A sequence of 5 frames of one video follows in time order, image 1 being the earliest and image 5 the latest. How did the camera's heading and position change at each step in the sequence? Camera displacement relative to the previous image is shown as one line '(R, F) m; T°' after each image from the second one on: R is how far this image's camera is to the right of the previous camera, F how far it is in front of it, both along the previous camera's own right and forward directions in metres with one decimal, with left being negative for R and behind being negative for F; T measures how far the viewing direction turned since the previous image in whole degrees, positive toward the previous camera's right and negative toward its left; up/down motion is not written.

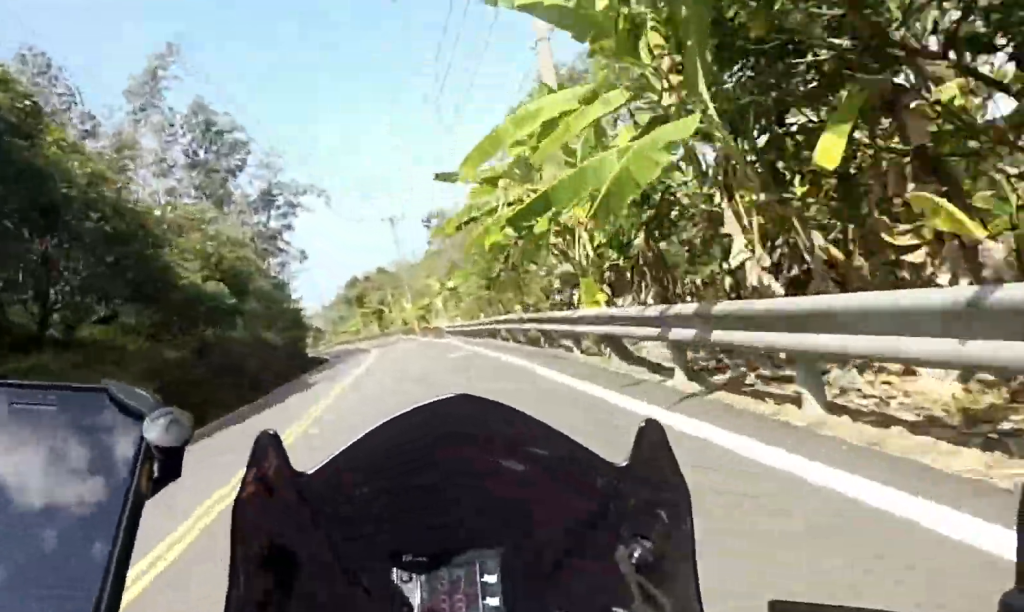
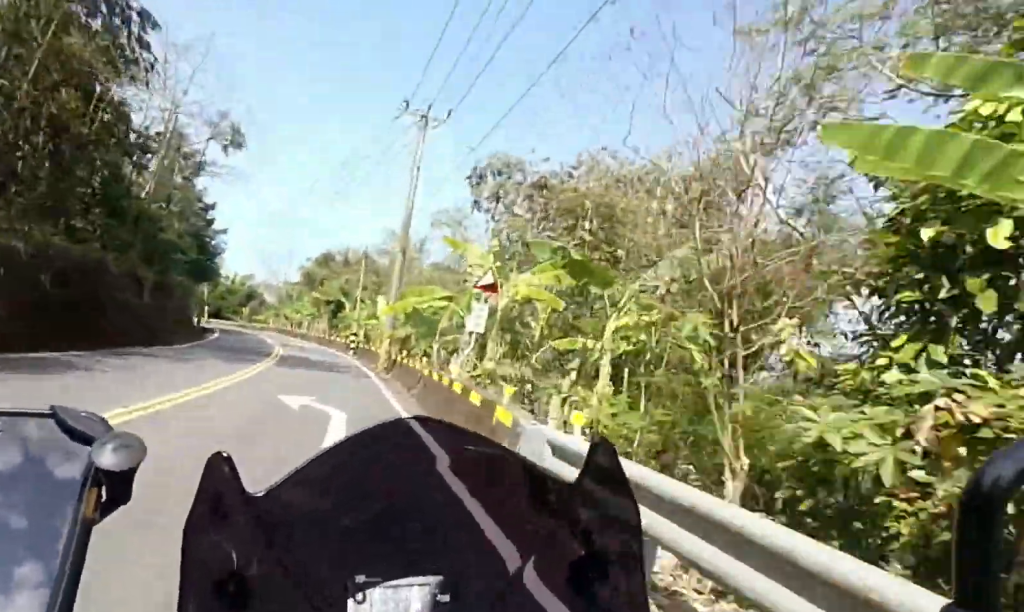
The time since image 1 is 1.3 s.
(+0.5, +26.5) m; -2°
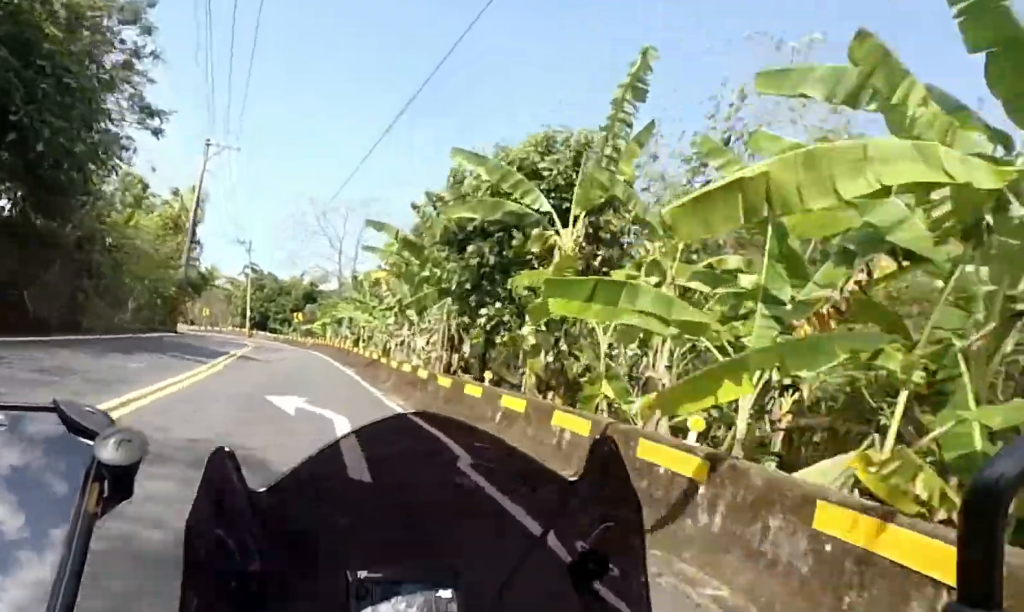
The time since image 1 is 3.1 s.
(-1.9, +33.7) m; -7°
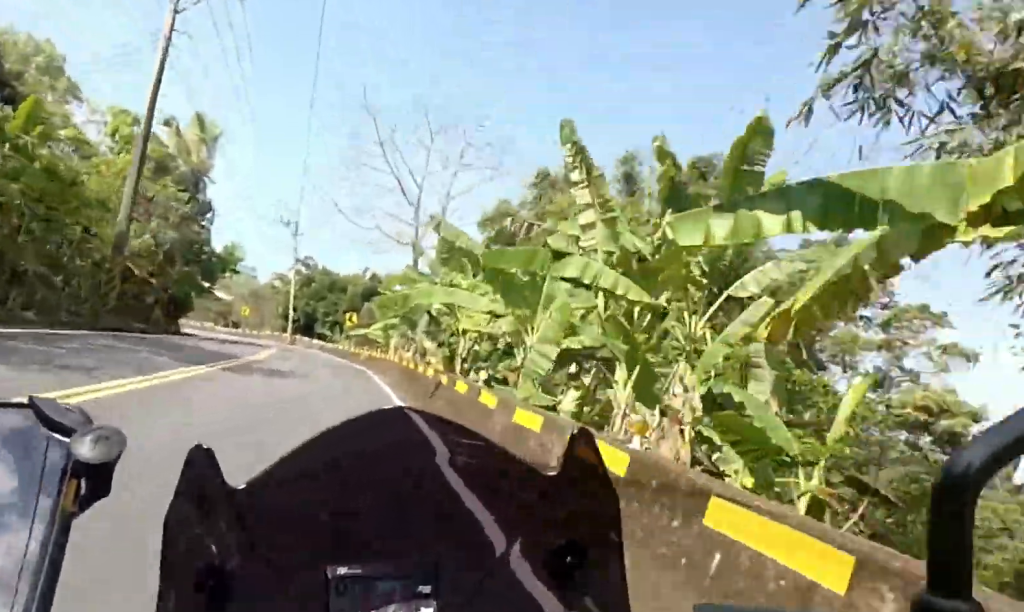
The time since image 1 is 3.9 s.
(-1.1, +15.1) m; -4°
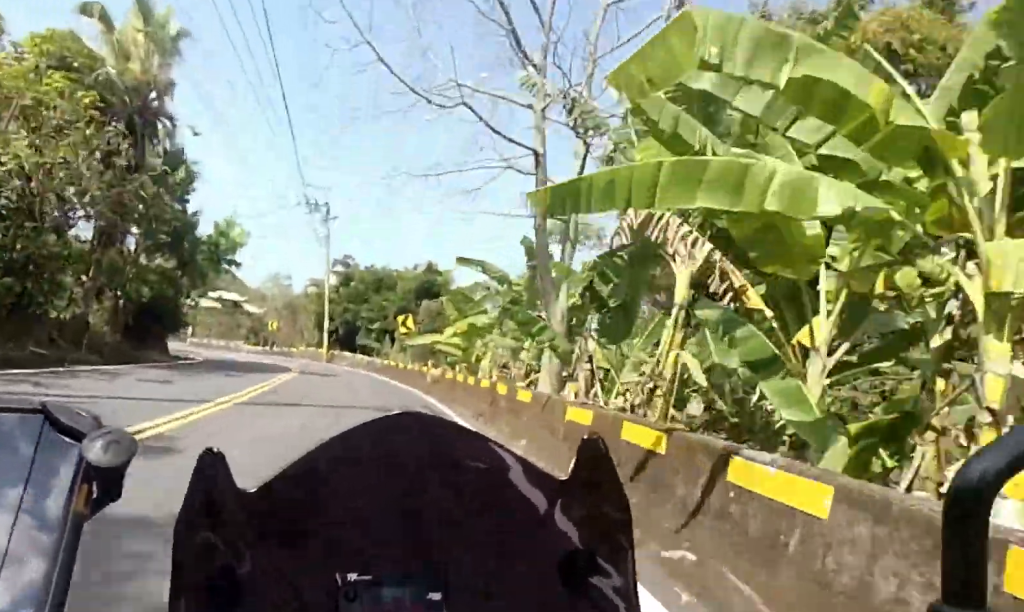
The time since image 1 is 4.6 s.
(-0.1, +11.3) m; -5°
